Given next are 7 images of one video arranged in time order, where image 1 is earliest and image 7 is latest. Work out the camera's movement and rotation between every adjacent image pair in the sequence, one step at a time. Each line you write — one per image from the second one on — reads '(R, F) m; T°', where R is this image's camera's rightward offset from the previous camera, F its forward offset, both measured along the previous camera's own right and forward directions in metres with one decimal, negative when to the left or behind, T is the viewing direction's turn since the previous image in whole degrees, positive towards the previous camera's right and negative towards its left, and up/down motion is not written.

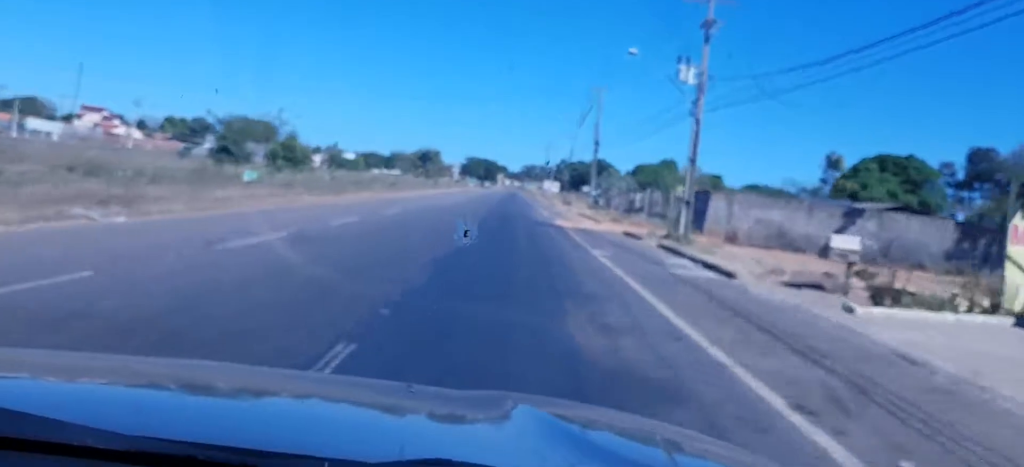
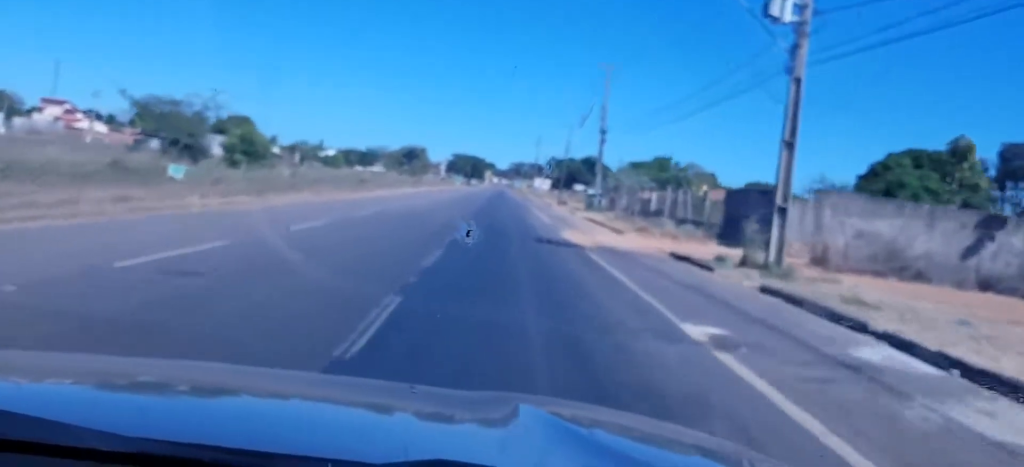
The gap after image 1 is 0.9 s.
(+0.1, +14.0) m; 0°
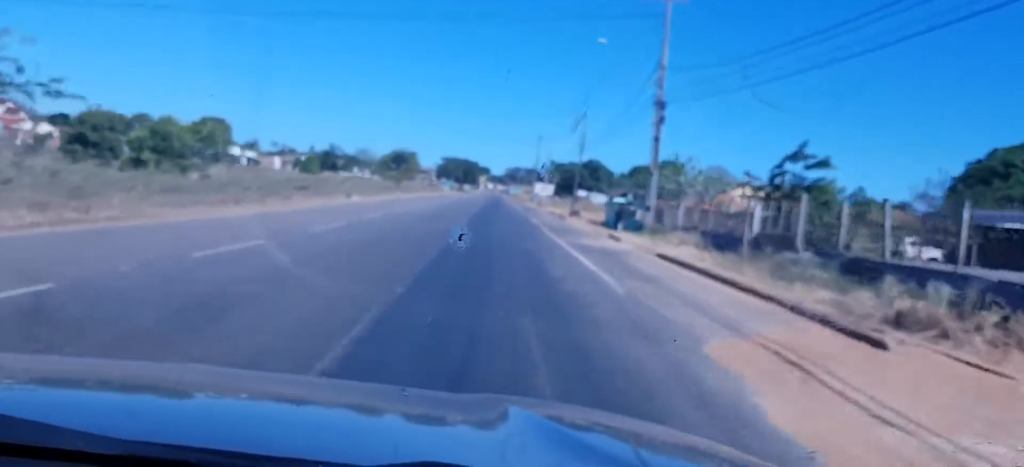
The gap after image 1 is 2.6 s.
(+0.5, +26.0) m; +2°
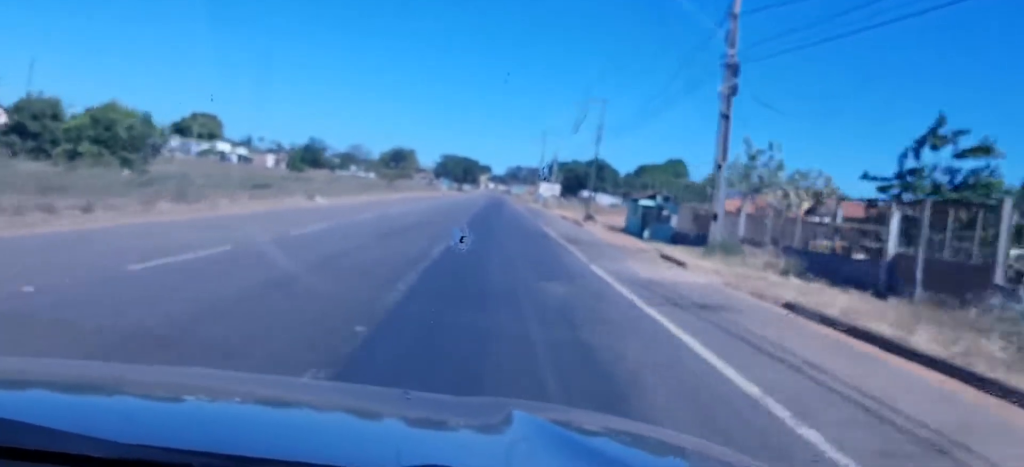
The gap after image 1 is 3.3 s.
(+0.1, +12.5) m; -1°
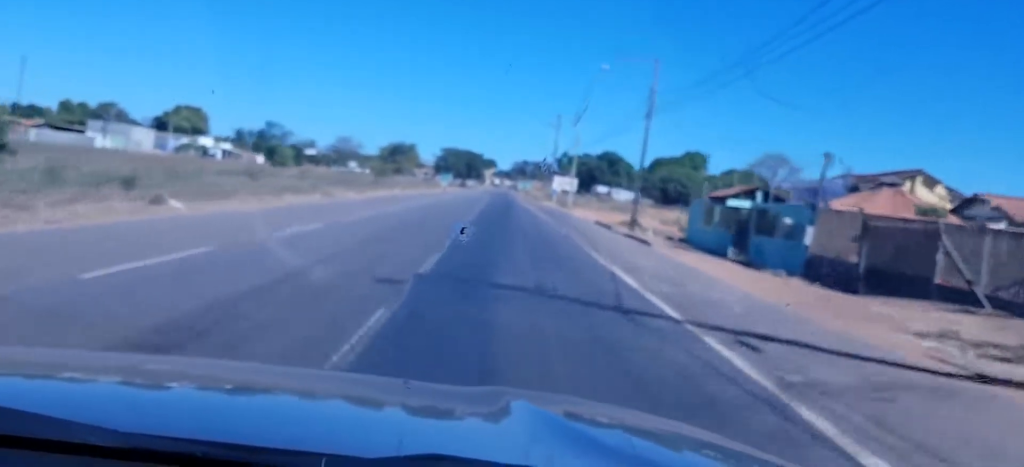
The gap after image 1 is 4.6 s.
(-0.6, +22.4) m; -2°
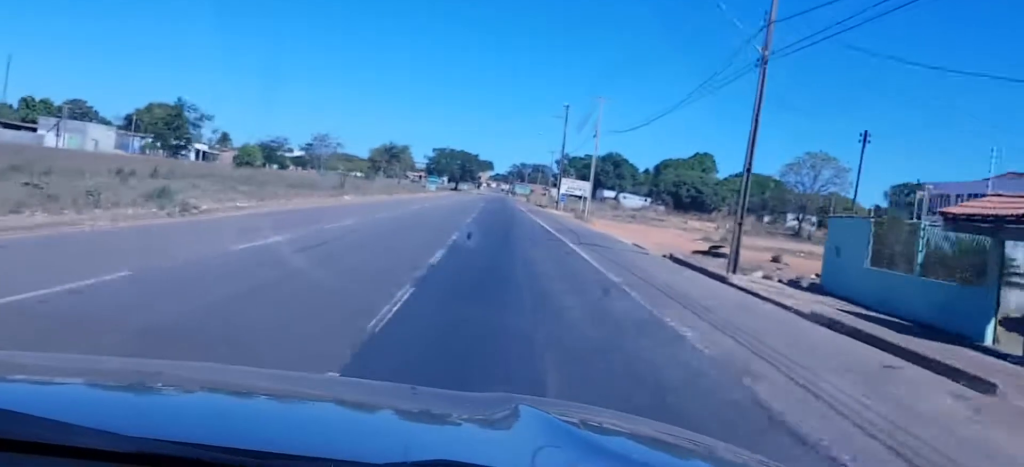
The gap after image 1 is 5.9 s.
(0.0, +22.4) m; +1°
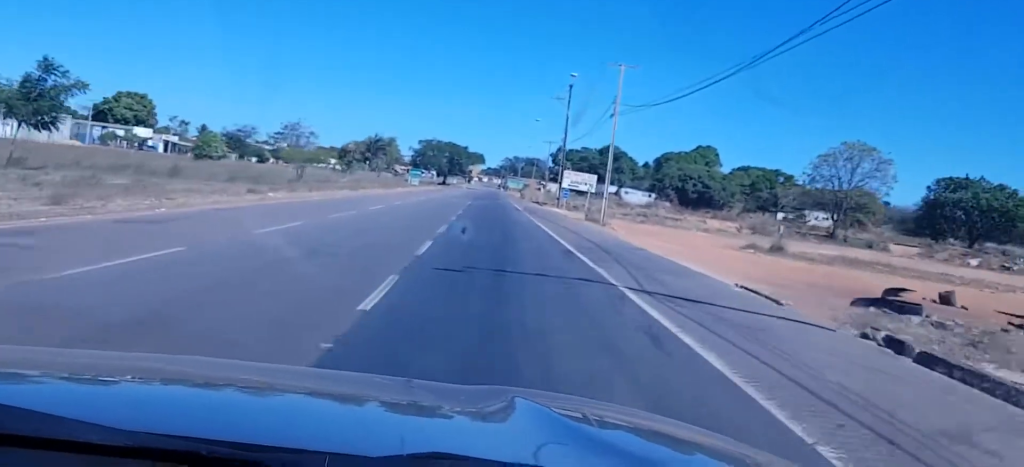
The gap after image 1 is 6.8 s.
(+0.4, +16.9) m; +2°
